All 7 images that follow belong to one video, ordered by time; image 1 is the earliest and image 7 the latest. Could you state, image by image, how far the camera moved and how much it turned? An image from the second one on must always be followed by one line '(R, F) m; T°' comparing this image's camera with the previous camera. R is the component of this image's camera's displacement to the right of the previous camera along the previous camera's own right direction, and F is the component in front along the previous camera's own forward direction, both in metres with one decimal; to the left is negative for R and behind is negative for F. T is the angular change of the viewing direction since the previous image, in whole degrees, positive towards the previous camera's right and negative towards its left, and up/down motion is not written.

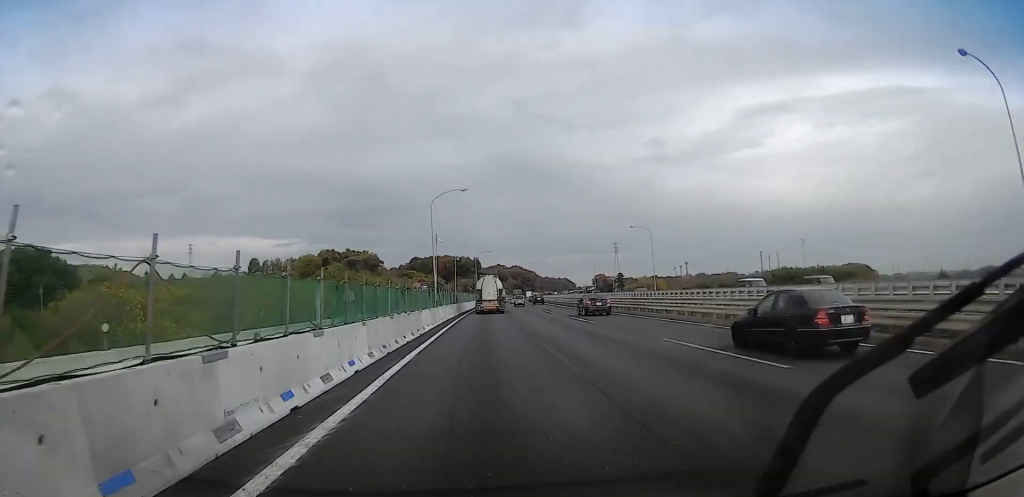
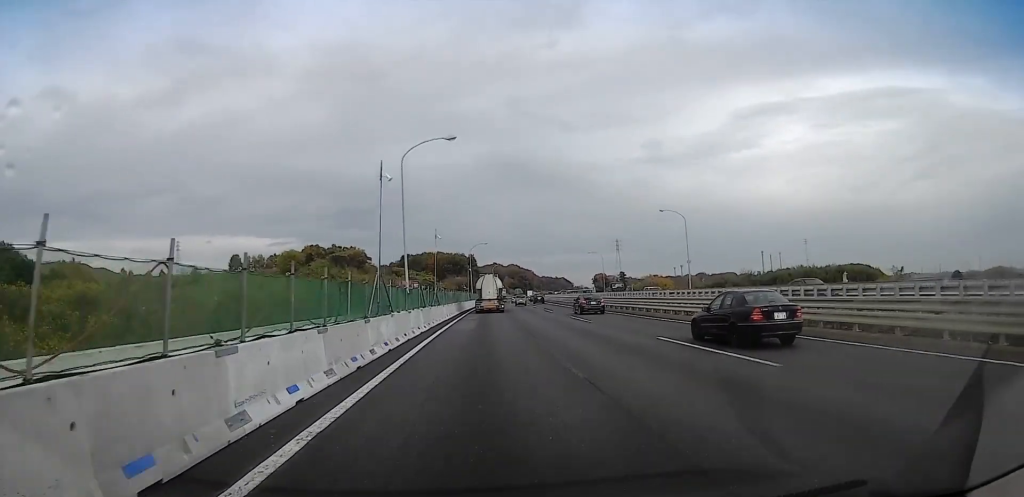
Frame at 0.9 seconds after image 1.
(-0.4, +20.3) m; -1°
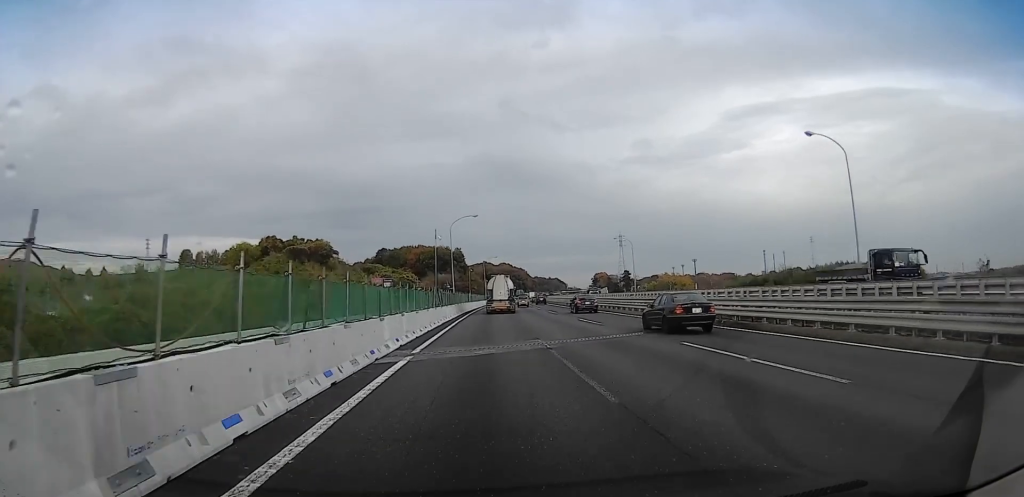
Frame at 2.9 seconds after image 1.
(+1.0, +42.7) m; +3°
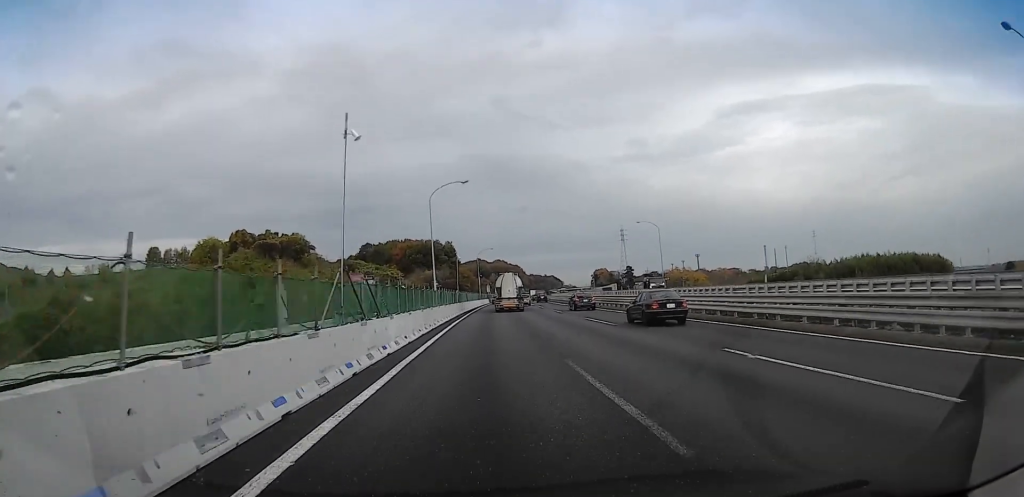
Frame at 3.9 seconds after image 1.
(-0.3, +22.4) m; 0°
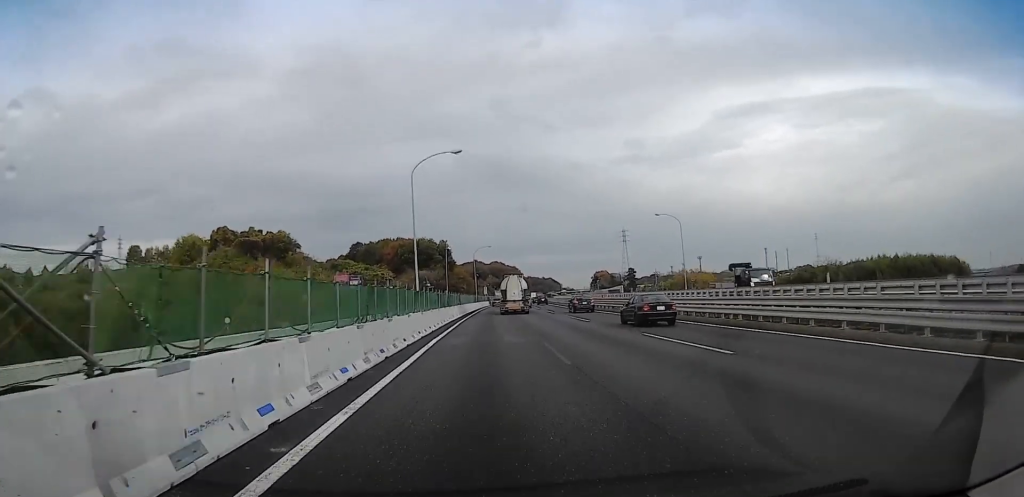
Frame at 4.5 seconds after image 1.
(-0.2, +13.0) m; 0°
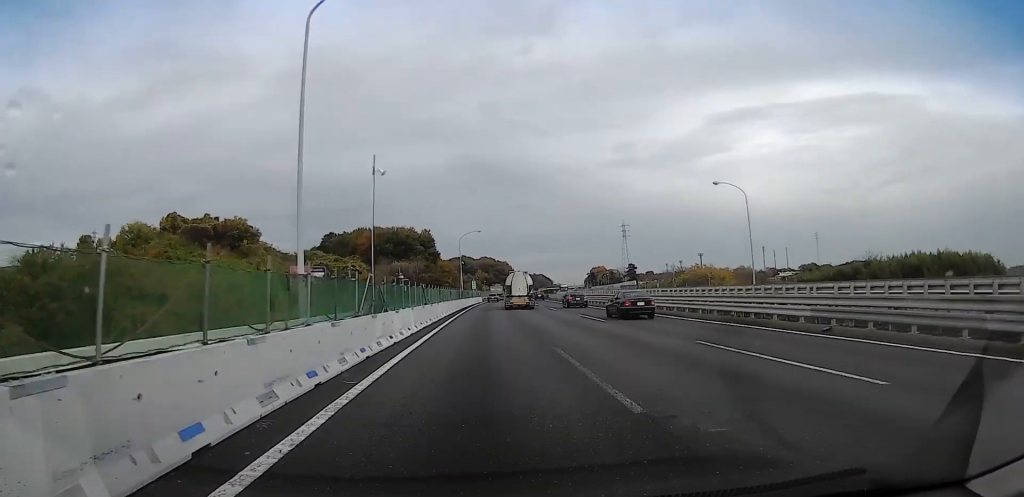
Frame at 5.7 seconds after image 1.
(+0.4, +25.9) m; 0°
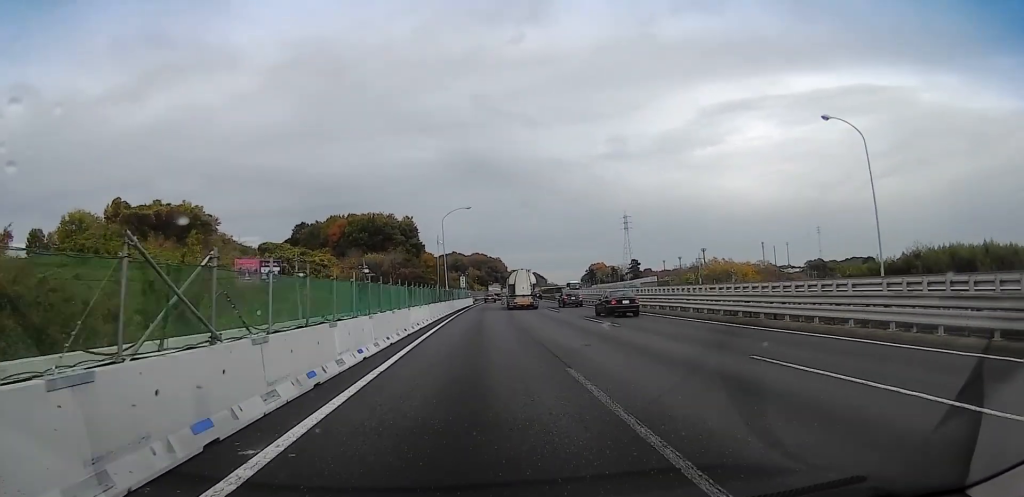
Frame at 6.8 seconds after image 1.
(+0.1, +22.8) m; +2°
